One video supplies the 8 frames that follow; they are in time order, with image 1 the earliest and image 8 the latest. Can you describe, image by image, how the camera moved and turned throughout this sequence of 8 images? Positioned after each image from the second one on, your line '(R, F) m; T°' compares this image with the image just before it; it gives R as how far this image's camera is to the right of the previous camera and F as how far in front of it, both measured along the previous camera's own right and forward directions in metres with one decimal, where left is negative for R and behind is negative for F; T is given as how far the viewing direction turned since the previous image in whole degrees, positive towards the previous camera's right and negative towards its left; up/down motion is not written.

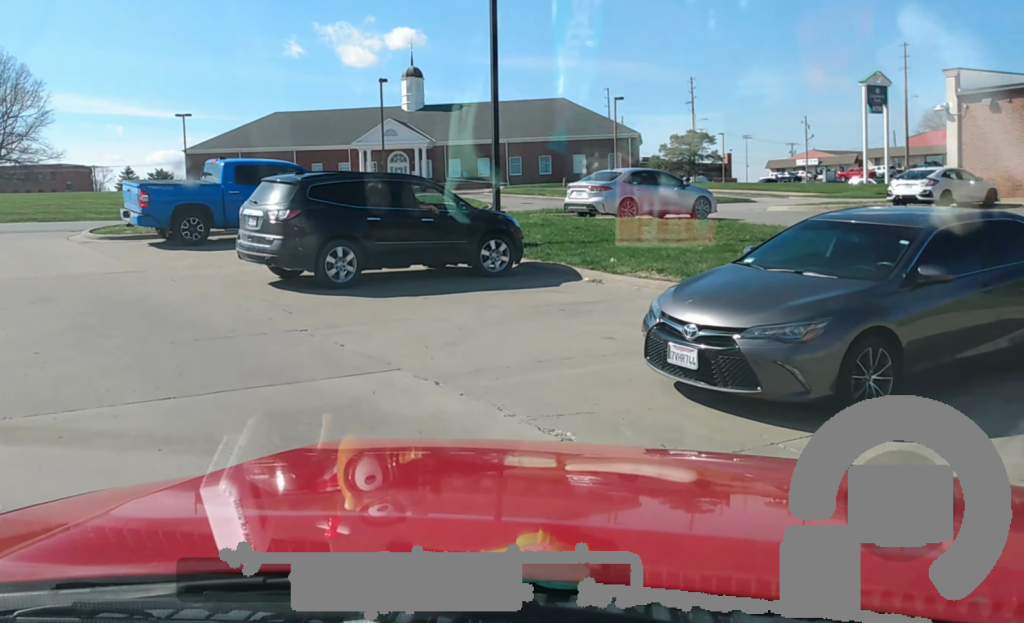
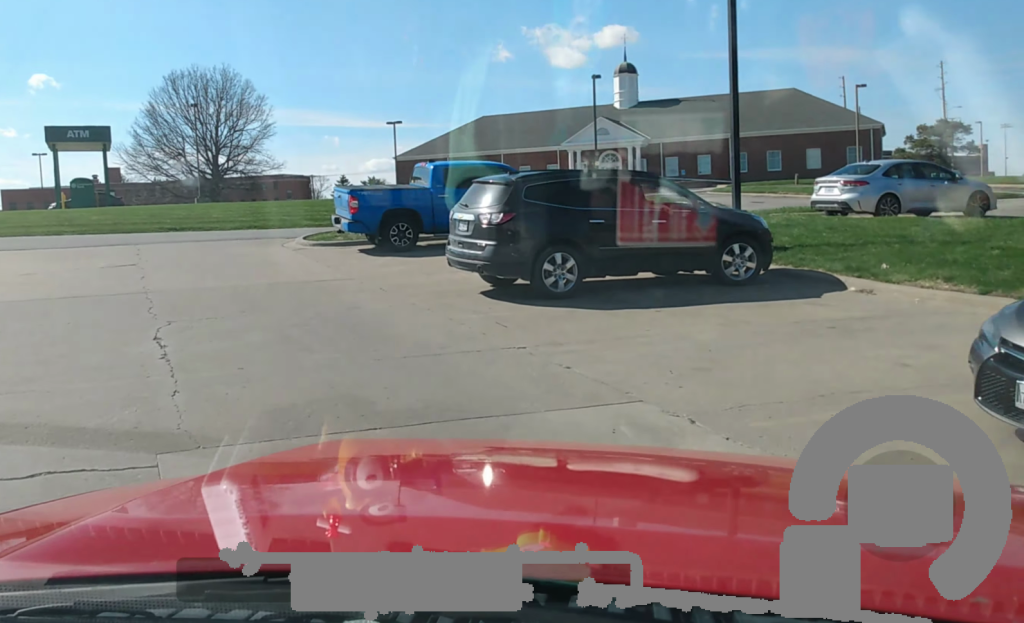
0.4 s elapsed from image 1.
(+0.1, +1.1) m; -13°
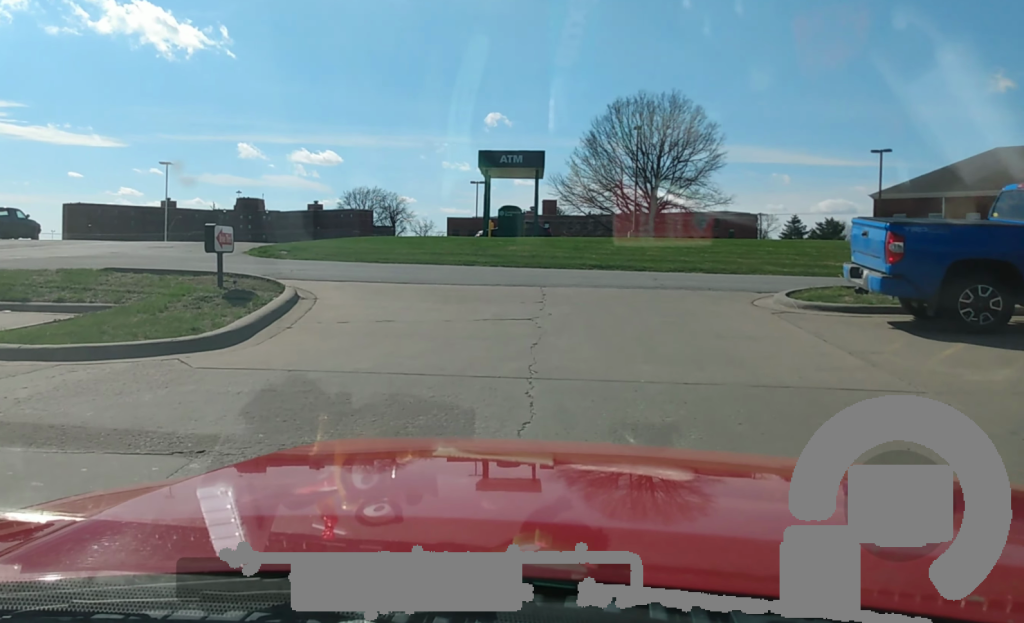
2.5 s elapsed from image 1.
(-2.8, +6.1) m; -34°
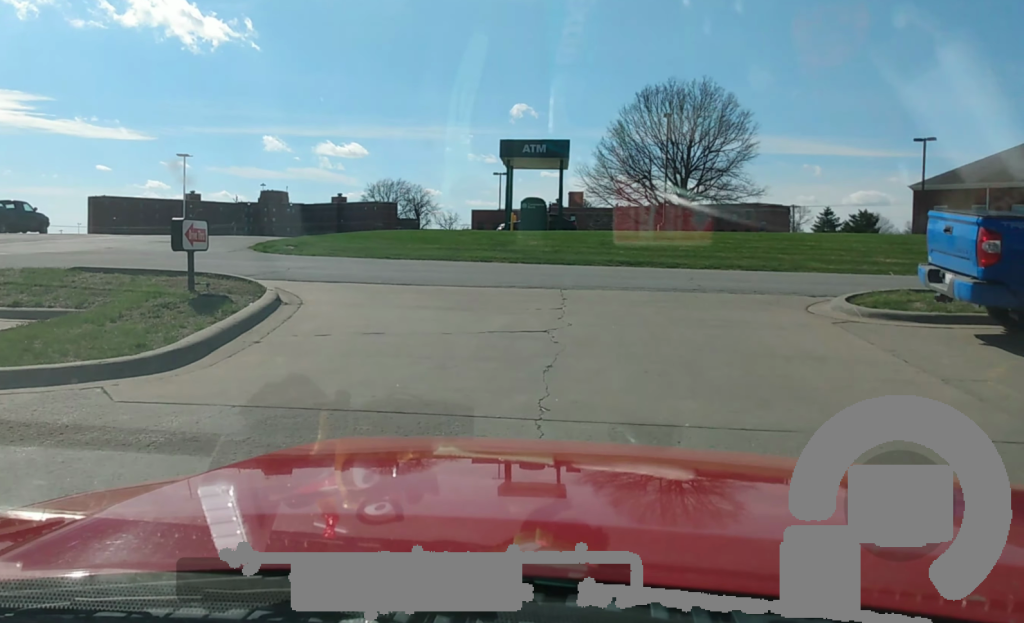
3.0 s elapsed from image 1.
(-0.1, +2.1) m; -2°
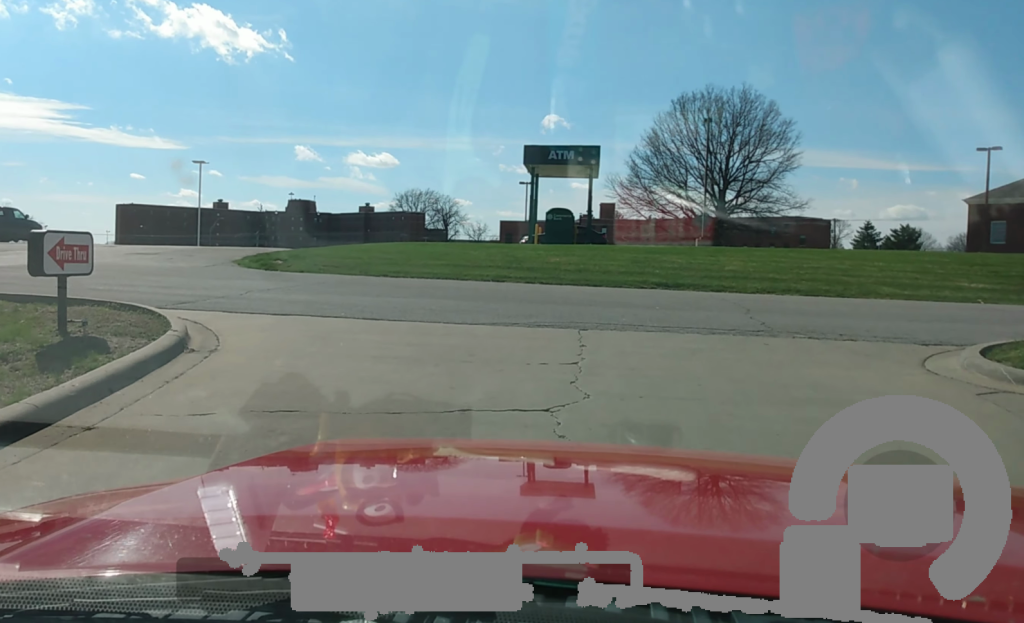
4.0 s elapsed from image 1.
(-0.1, +4.0) m; -3°
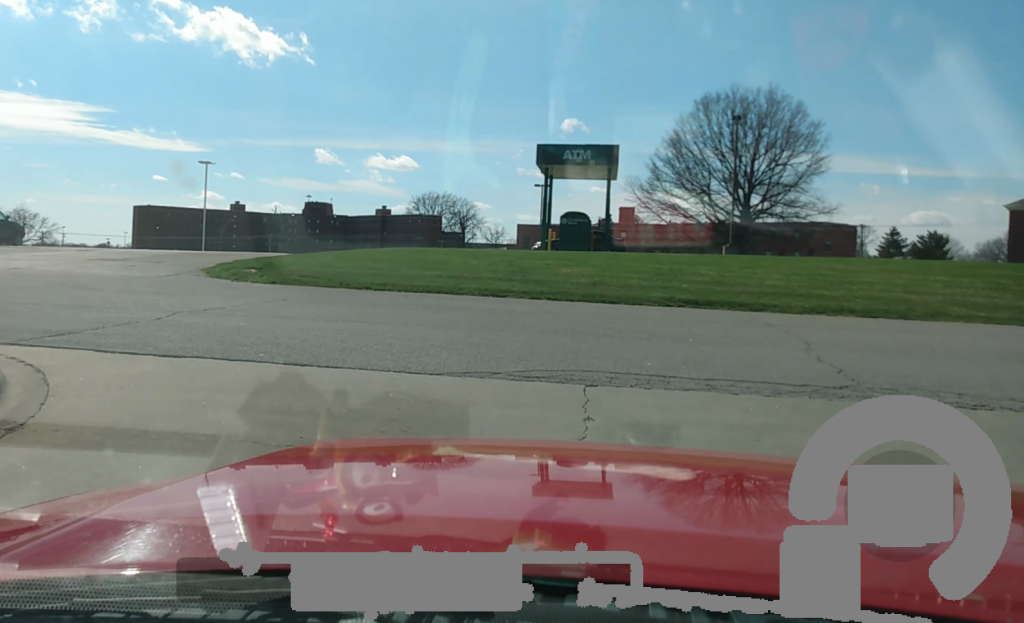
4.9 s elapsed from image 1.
(-0.1, +3.7) m; -2°
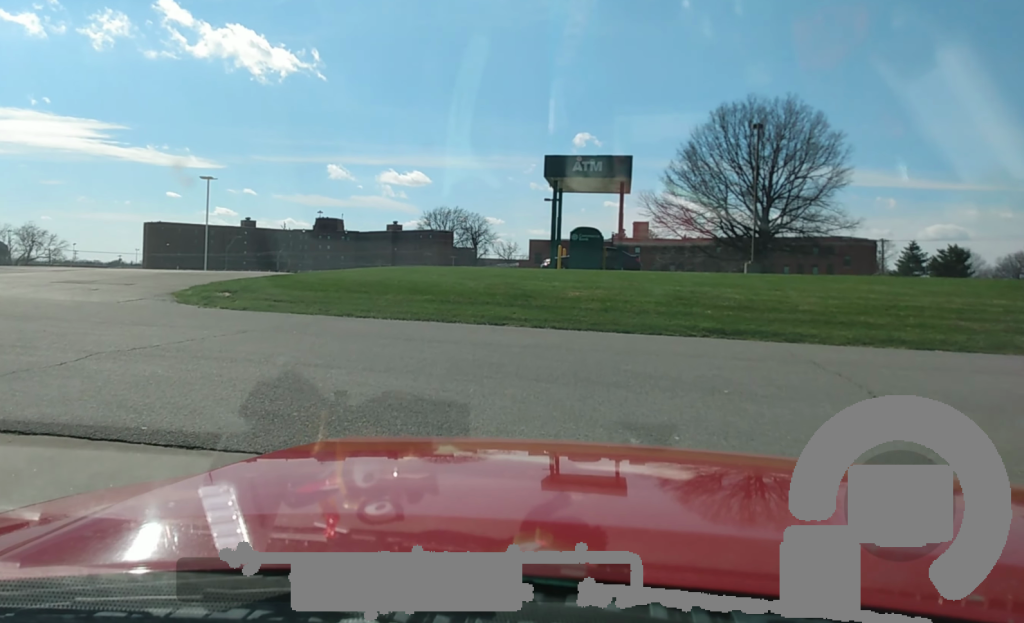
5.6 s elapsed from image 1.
(0.0, +2.8) m; -2°
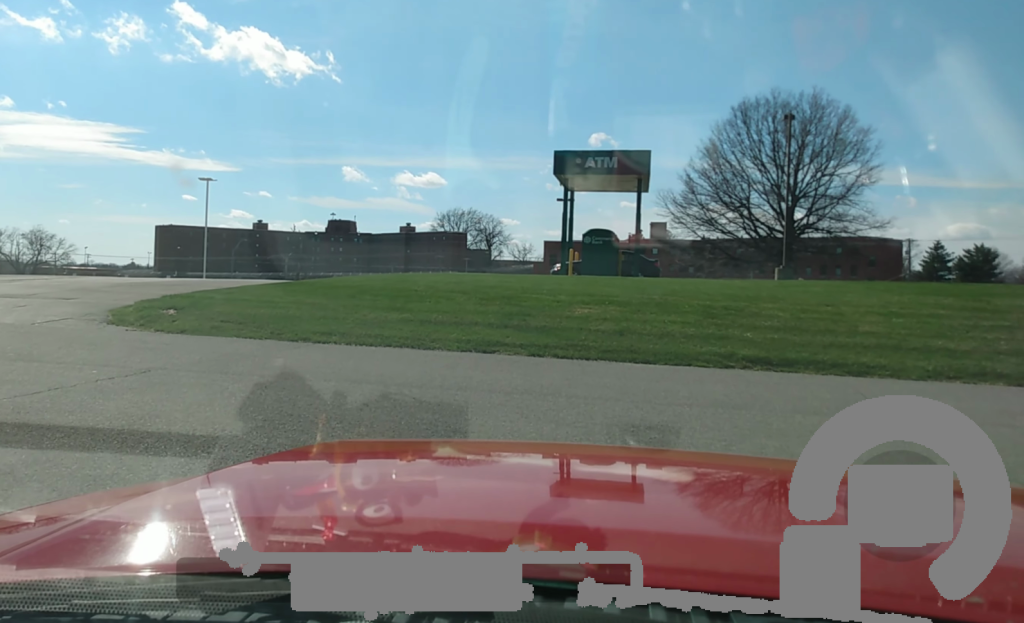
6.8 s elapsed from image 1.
(-0.1, +4.1) m; -3°
